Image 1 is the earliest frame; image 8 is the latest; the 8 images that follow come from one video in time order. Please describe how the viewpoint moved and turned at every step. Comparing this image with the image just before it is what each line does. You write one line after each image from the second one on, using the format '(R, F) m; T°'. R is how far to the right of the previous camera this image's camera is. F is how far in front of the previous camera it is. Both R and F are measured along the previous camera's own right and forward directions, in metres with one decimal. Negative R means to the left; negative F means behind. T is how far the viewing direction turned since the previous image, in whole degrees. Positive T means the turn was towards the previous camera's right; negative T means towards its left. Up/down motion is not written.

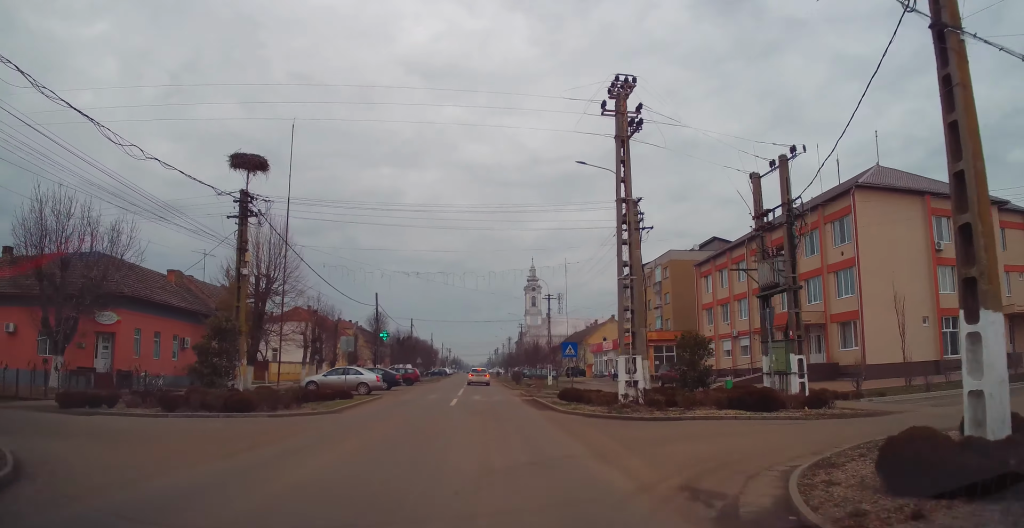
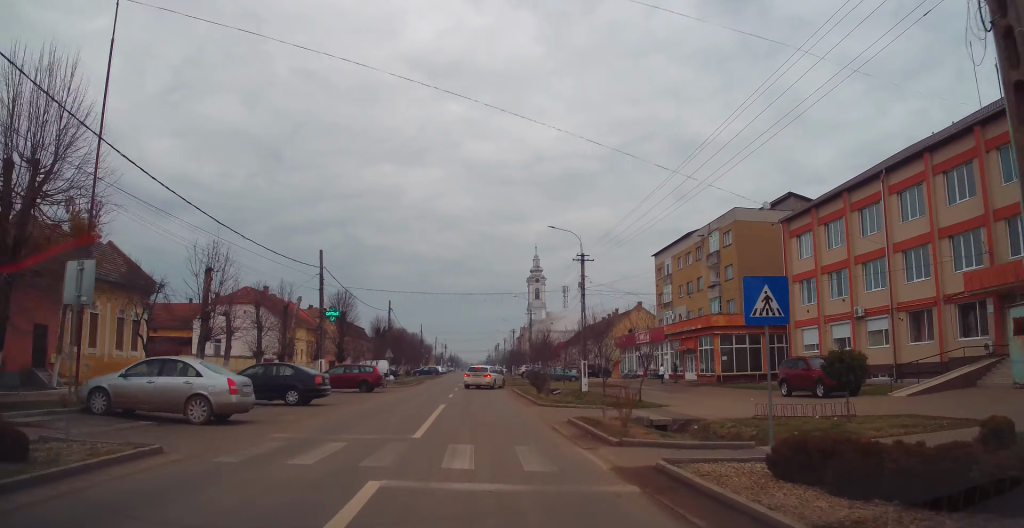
(-0.2, +20.0) m; -1°
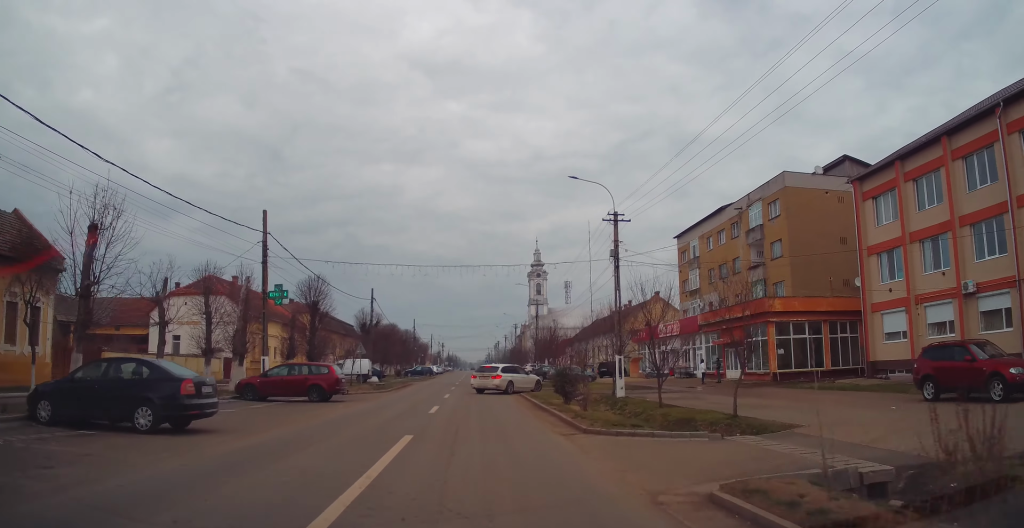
(0.0, +10.1) m; +1°
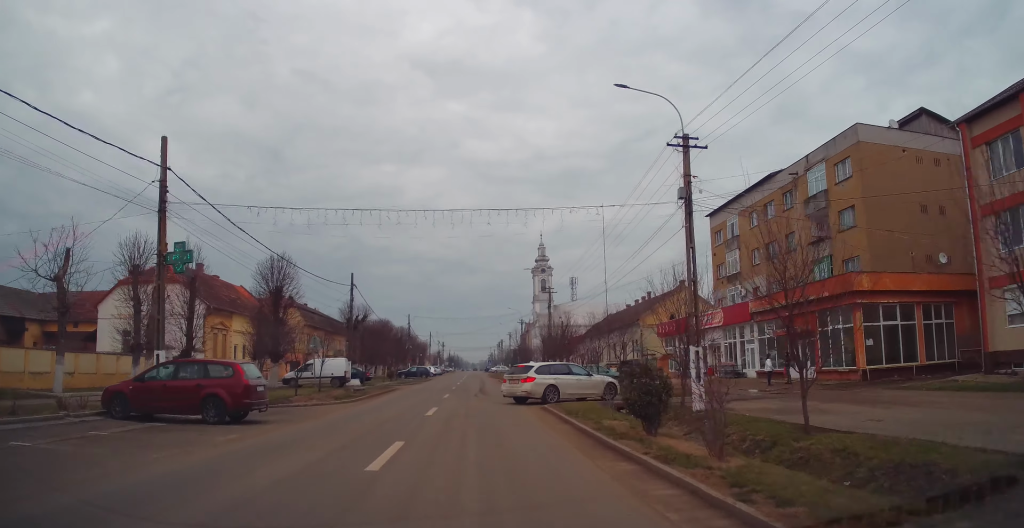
(+0.2, +10.0) m; 0°
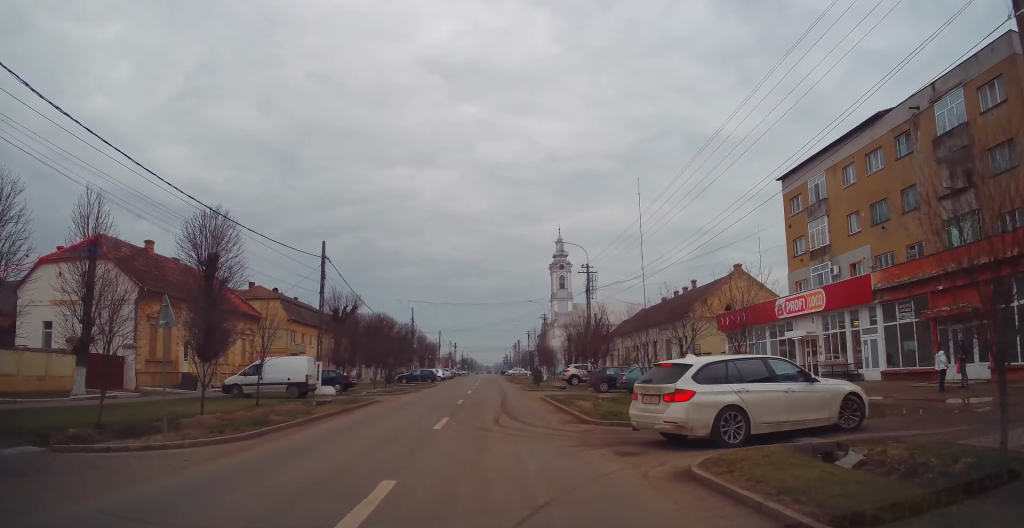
(-0.2, +12.5) m; -1°
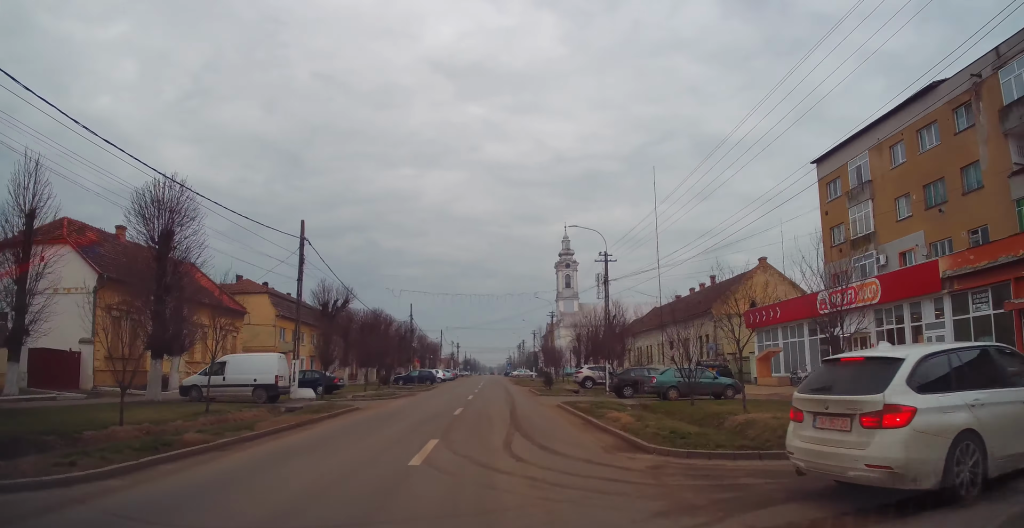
(-0.1, +4.7) m; 0°
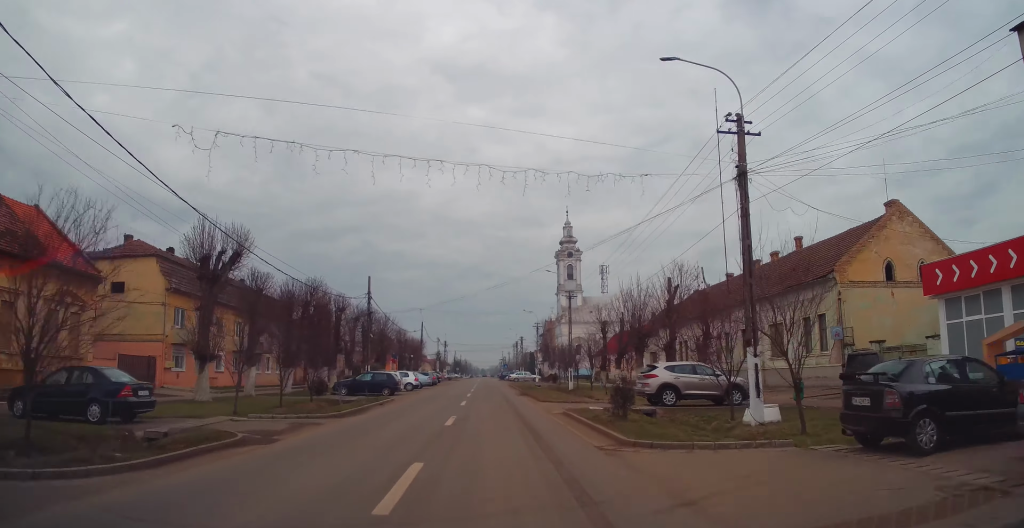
(+0.2, +20.2) m; +1°
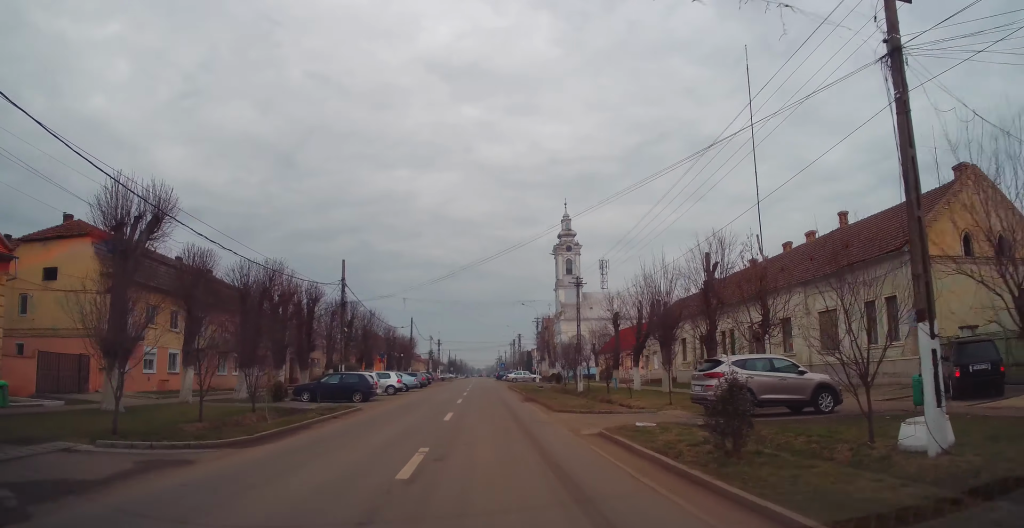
(0.0, +6.9) m; 0°
